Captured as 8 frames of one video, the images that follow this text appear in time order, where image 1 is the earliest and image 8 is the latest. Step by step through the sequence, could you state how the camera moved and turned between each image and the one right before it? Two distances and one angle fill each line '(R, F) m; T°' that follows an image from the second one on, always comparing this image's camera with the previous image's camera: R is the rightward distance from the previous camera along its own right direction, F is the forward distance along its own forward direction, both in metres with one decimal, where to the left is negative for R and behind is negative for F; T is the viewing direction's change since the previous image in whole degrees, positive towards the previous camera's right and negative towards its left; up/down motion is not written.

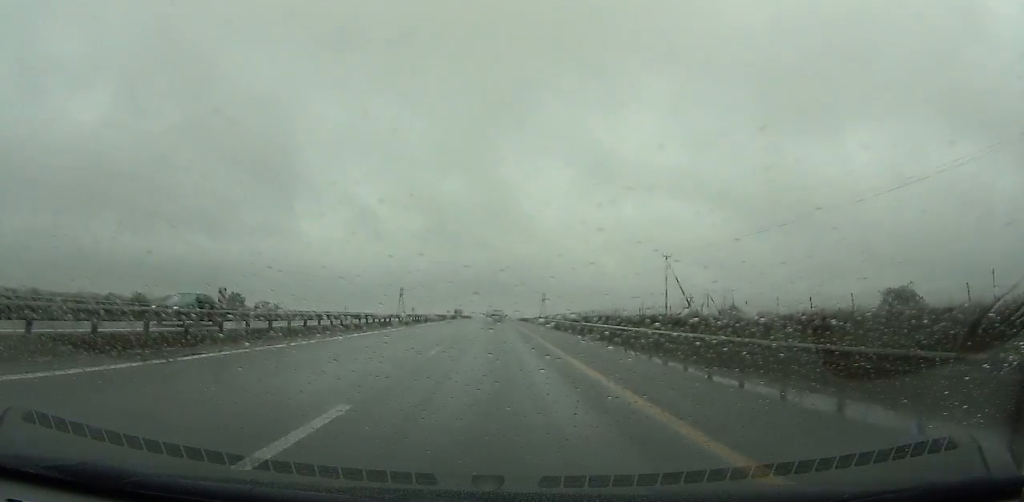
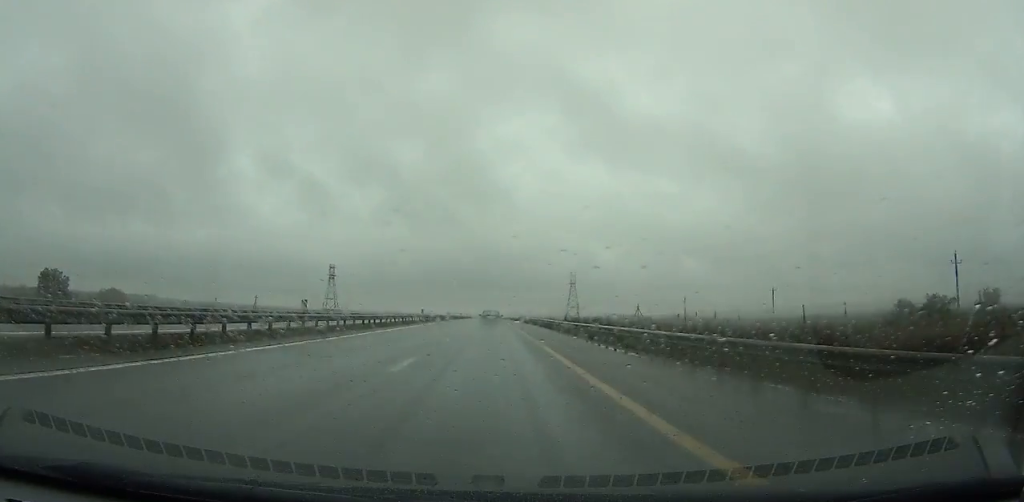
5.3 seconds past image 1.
(0.0, +153.1) m; 0°
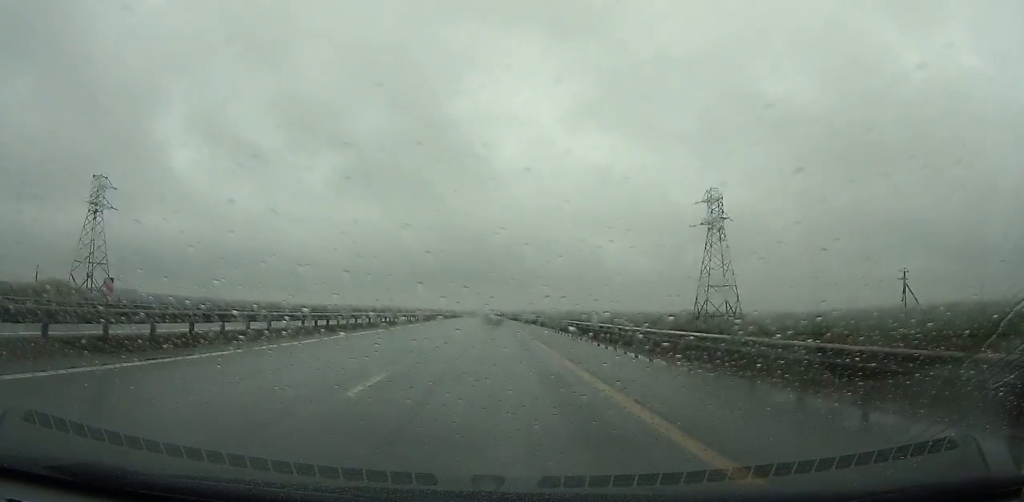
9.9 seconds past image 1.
(-0.3, +135.1) m; 0°
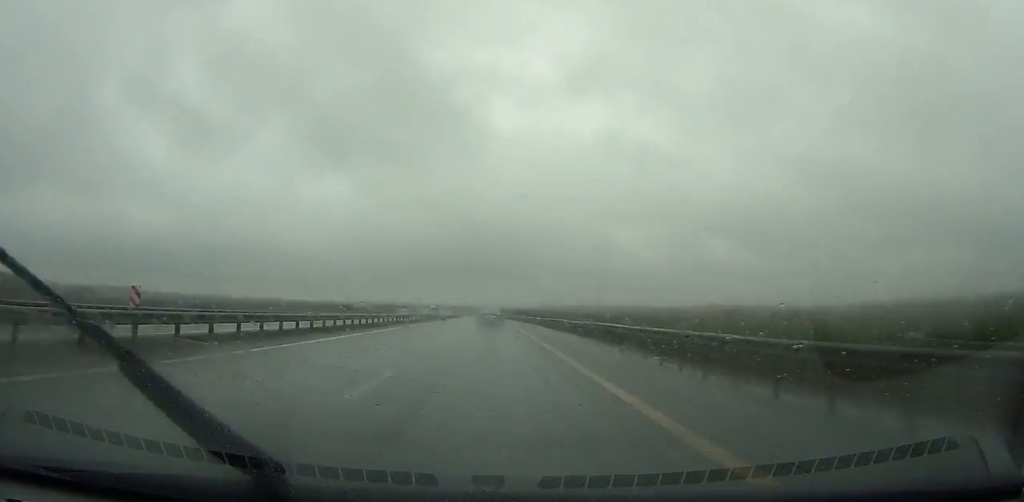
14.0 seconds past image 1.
(-0.8, +121.5) m; -1°
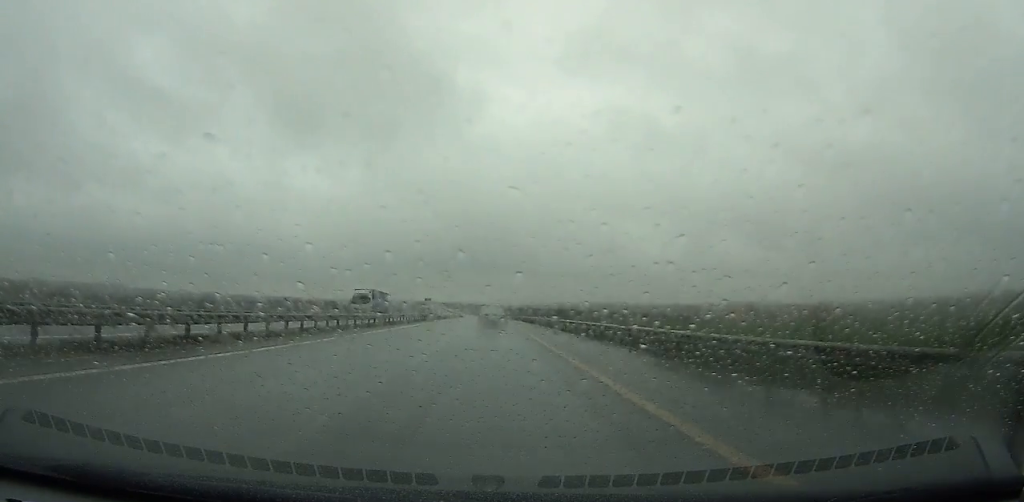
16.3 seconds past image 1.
(-0.5, +67.8) m; -1°
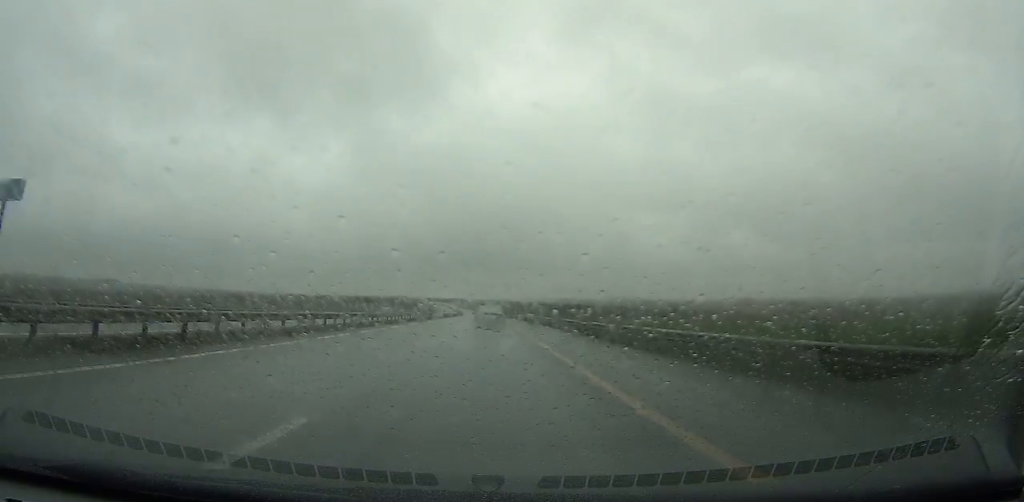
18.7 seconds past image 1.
(-0.7, +69.8) m; -1°
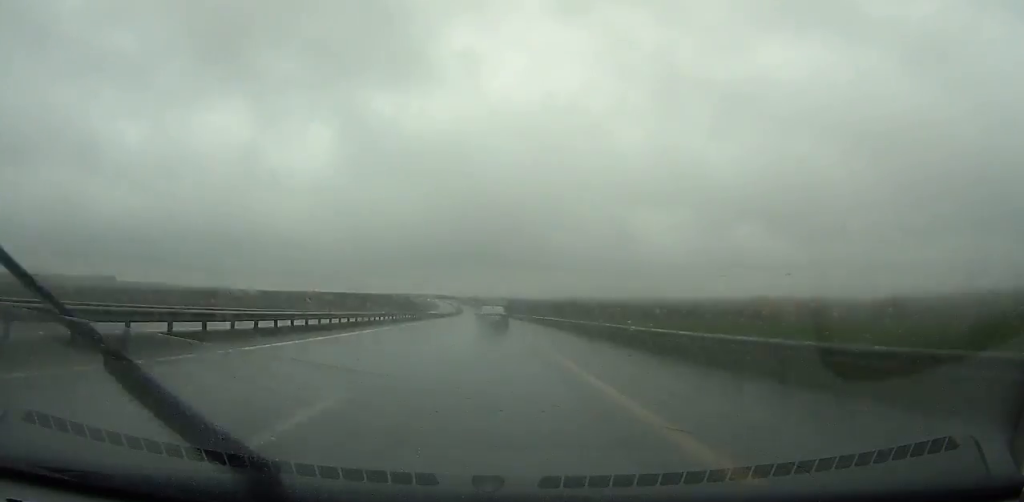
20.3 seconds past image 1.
(-0.2, +45.7) m; -1°
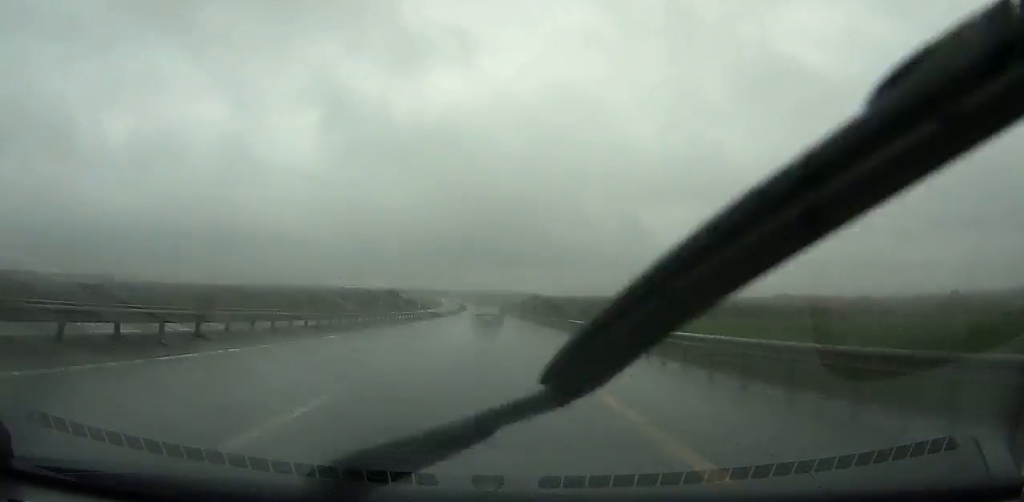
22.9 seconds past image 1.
(-0.6, +73.6) m; -1°
